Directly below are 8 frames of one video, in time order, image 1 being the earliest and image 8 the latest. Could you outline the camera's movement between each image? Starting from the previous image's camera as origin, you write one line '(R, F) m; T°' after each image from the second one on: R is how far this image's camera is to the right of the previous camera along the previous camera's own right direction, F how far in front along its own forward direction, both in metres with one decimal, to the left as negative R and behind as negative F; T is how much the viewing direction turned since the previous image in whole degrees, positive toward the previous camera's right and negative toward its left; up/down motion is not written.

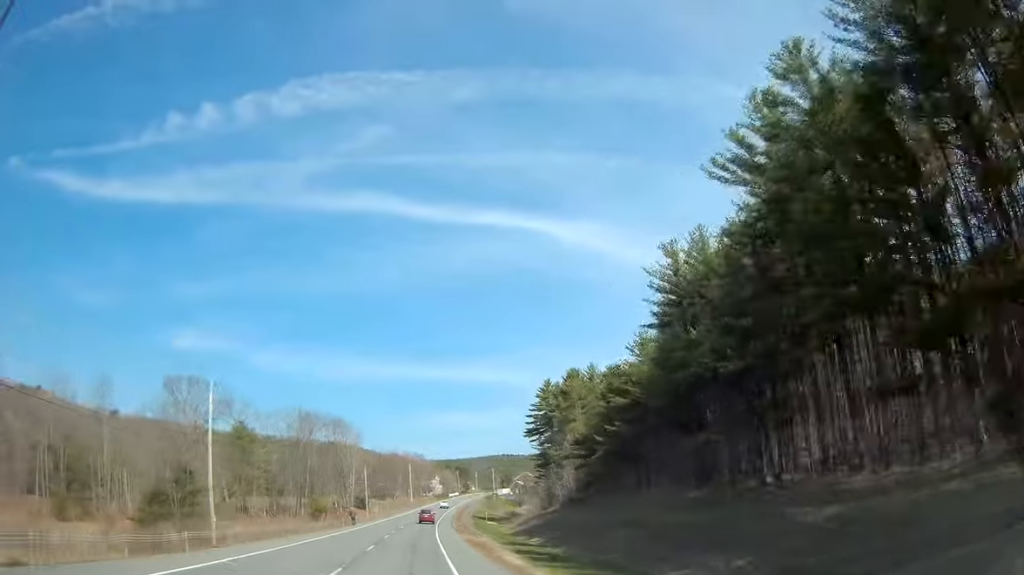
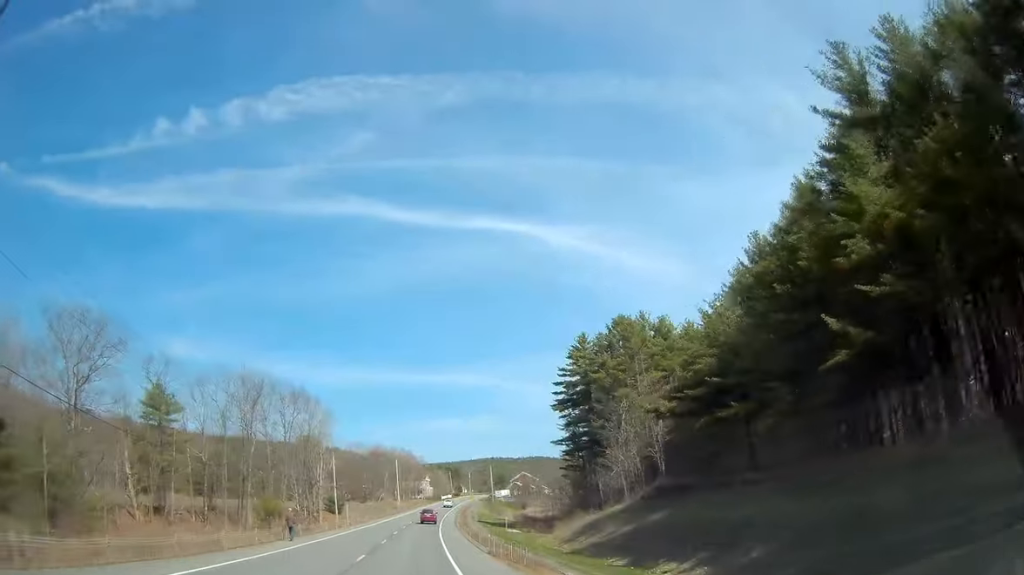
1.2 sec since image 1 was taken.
(+0.3, +30.0) m; +1°
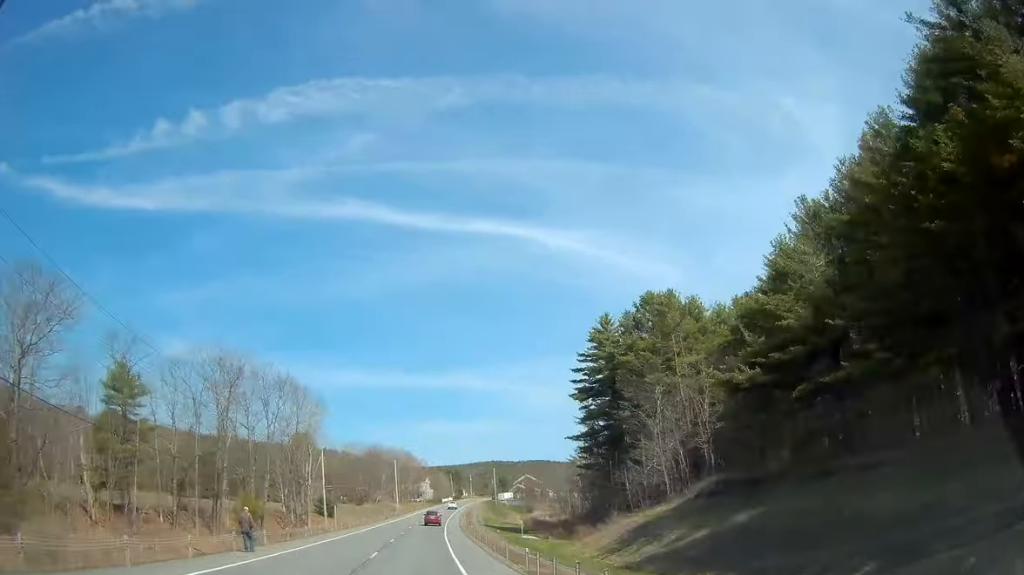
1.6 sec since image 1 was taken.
(-0.1, +9.8) m; 0°
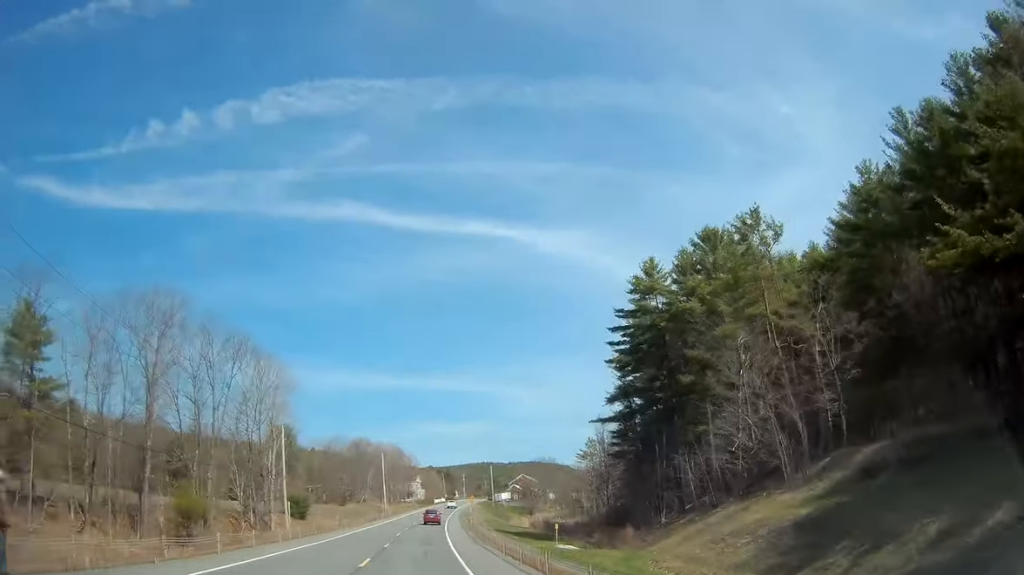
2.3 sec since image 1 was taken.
(+0.2, +17.1) m; +1°
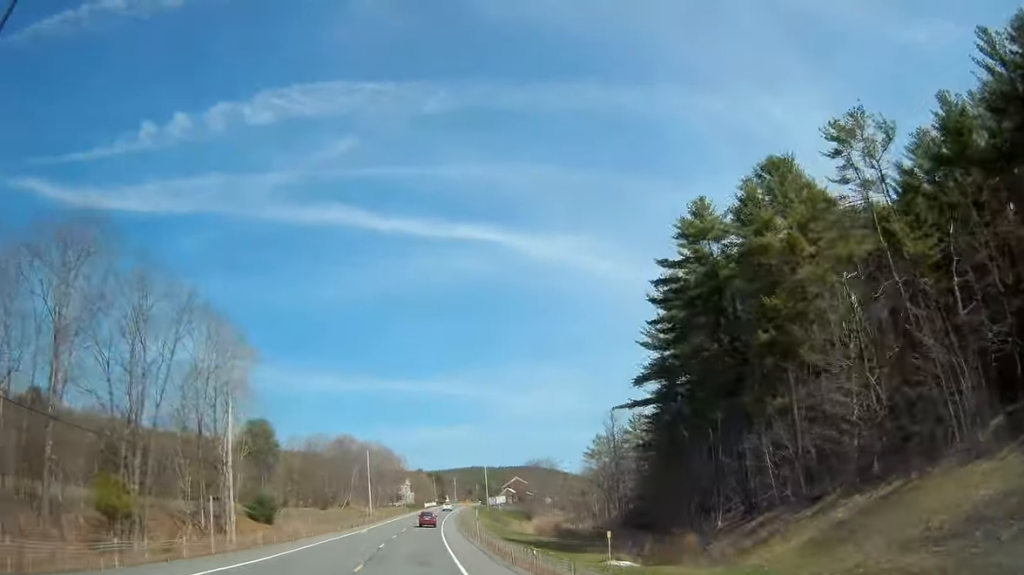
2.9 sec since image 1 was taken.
(+0.1, +13.0) m; +1°
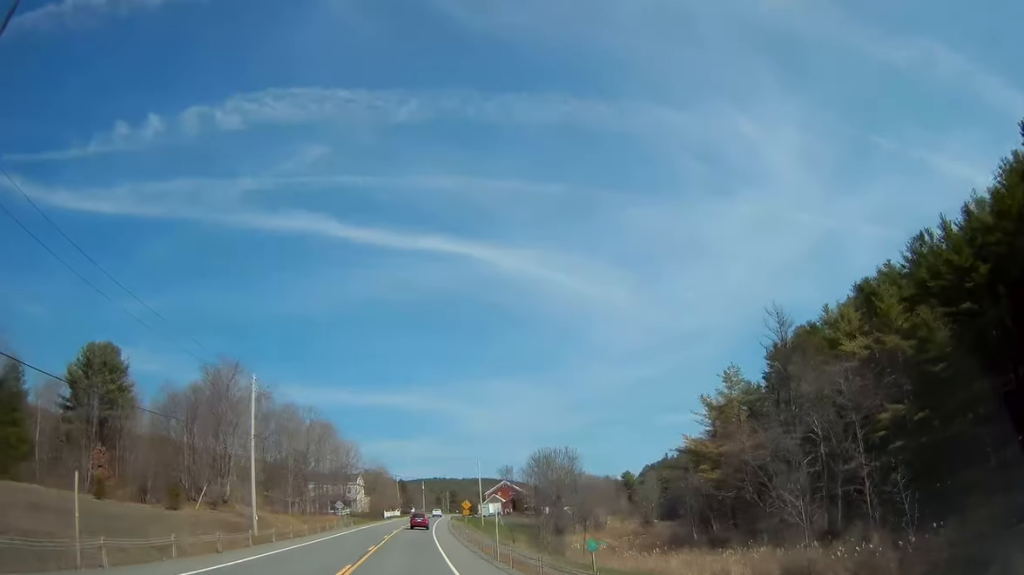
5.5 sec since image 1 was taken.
(+2.0, +63.7) m; +4°
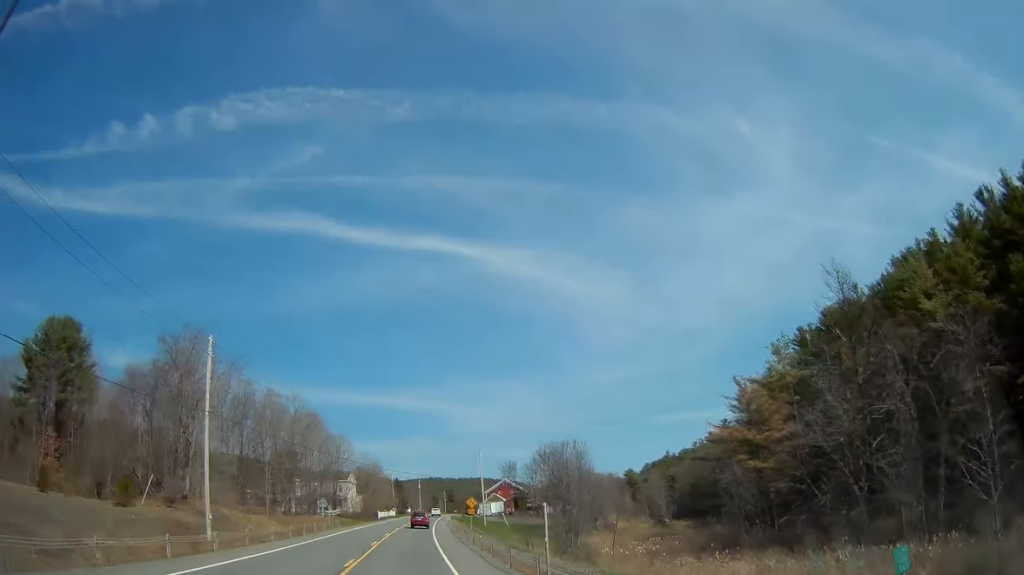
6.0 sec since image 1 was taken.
(0.0, +10.1) m; 0°
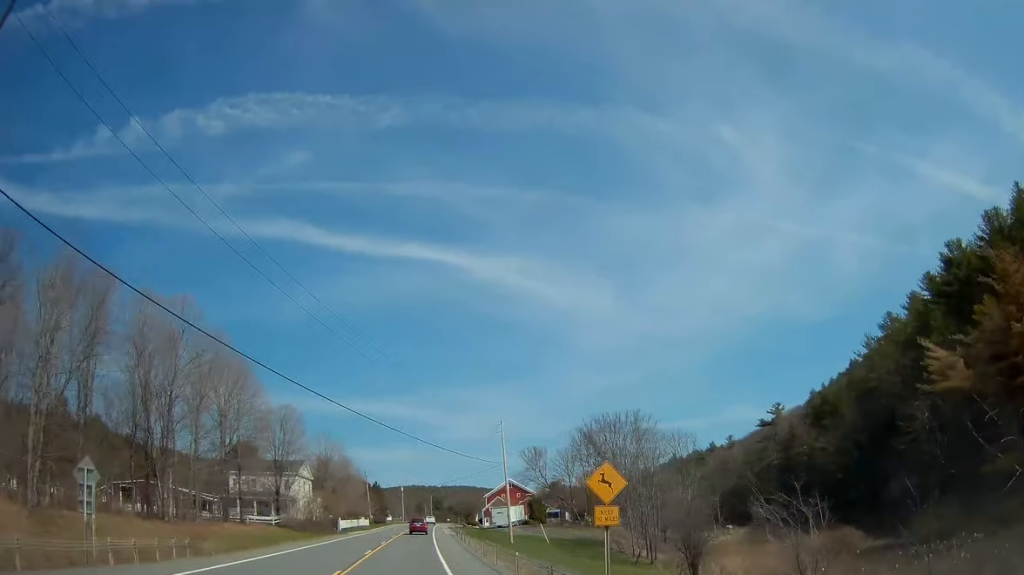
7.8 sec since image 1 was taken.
(+0.5, +41.3) m; +2°
